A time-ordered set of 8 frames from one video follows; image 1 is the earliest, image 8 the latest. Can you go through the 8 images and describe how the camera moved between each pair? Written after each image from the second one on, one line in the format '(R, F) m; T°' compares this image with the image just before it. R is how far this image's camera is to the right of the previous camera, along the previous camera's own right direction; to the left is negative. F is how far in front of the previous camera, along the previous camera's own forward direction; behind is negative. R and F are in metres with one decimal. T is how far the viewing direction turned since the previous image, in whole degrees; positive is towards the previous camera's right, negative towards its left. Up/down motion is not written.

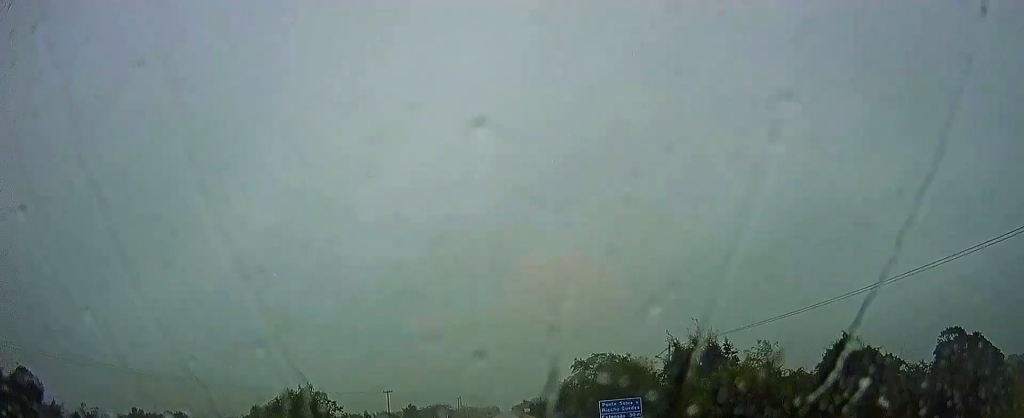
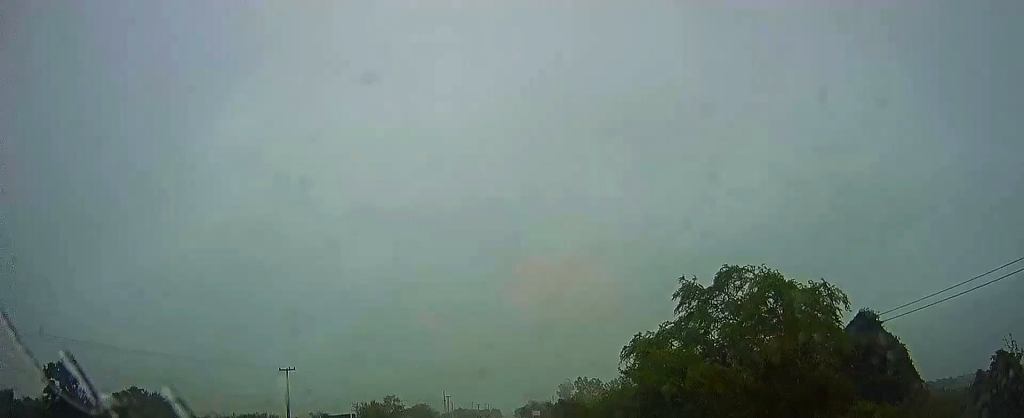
(+0.5, +56.8) m; 0°
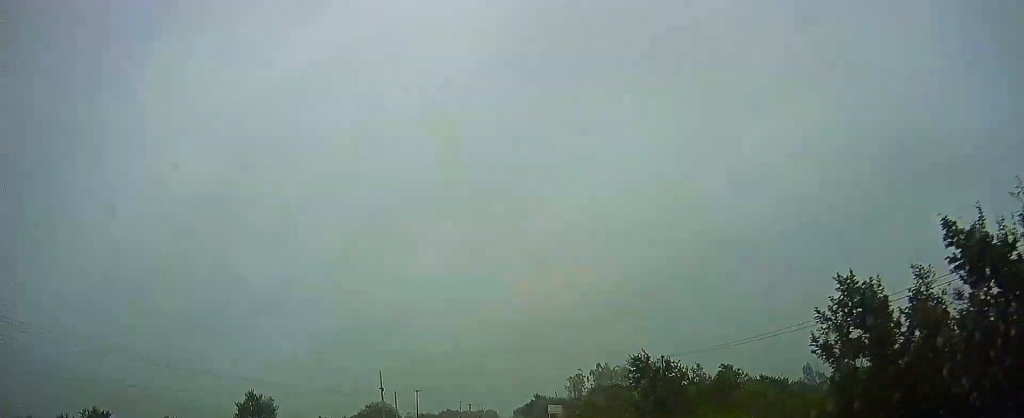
(-0.8, +68.2) m; 0°
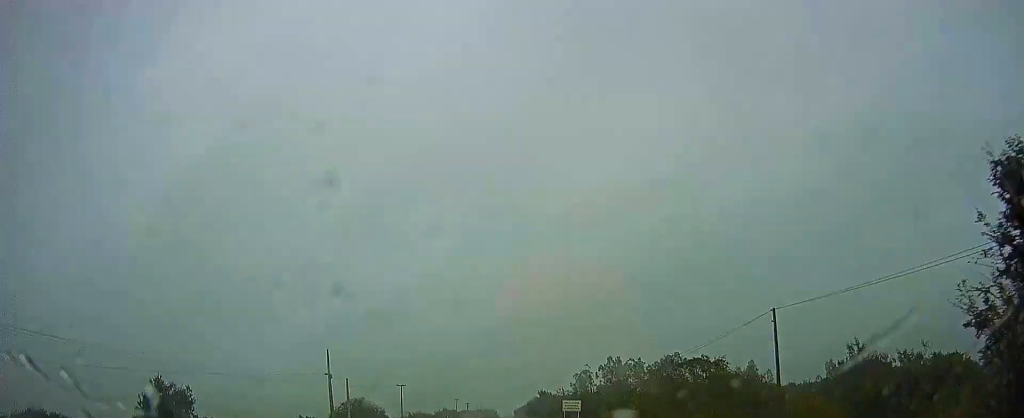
(+0.1, +22.8) m; 0°
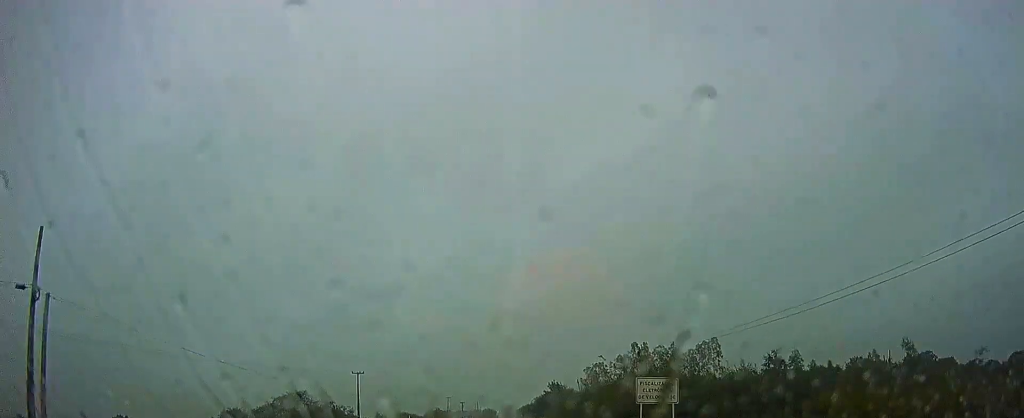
(0.0, +37.8) m; 0°
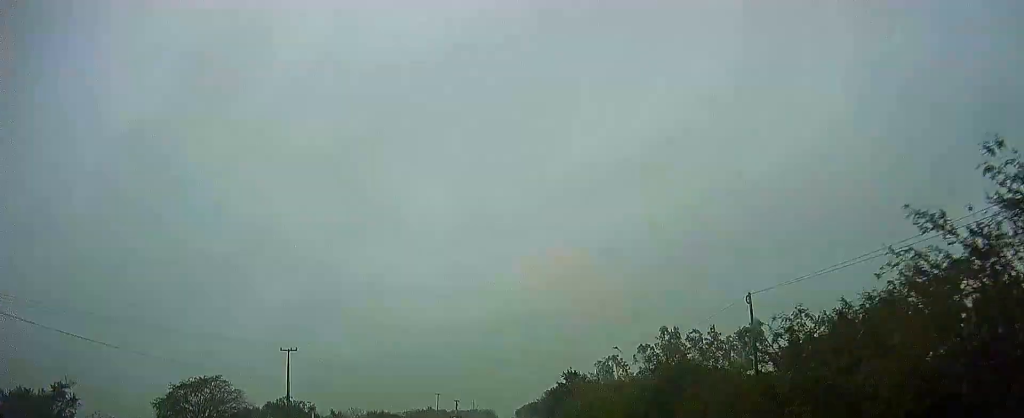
(-0.1, +29.9) m; 0°
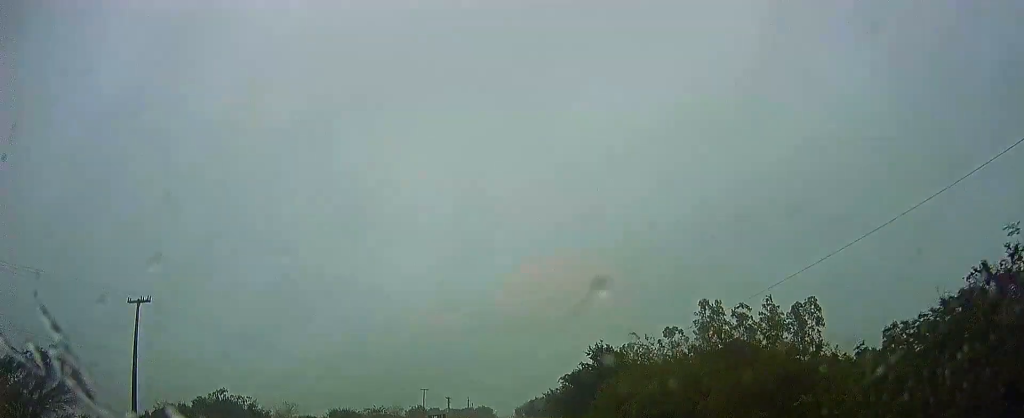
(-0.1, +28.4) m; 0°
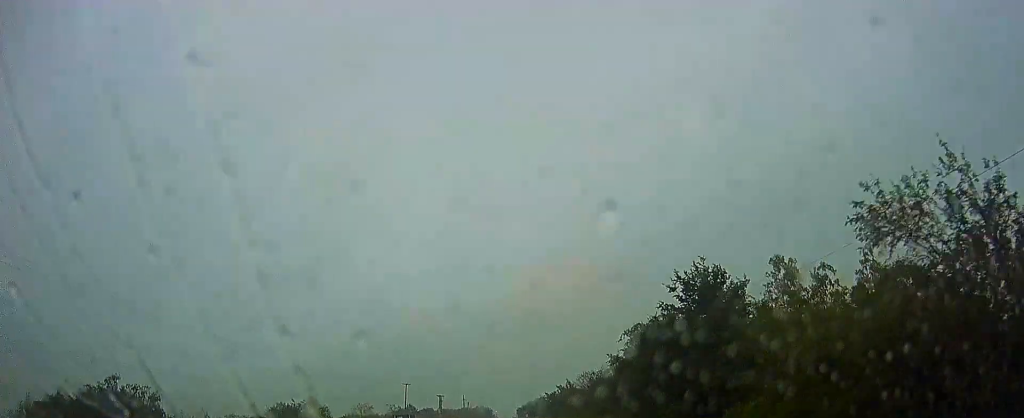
(+0.4, +29.2) m; 0°
